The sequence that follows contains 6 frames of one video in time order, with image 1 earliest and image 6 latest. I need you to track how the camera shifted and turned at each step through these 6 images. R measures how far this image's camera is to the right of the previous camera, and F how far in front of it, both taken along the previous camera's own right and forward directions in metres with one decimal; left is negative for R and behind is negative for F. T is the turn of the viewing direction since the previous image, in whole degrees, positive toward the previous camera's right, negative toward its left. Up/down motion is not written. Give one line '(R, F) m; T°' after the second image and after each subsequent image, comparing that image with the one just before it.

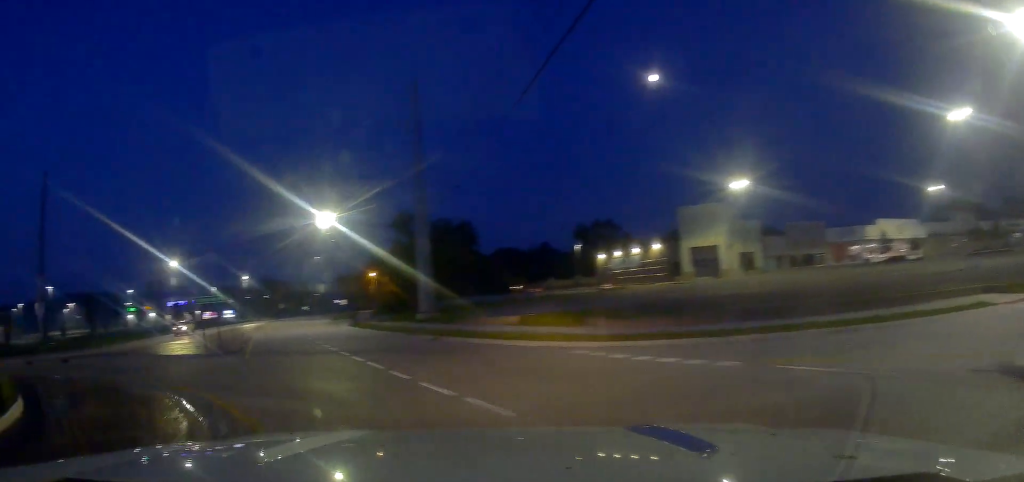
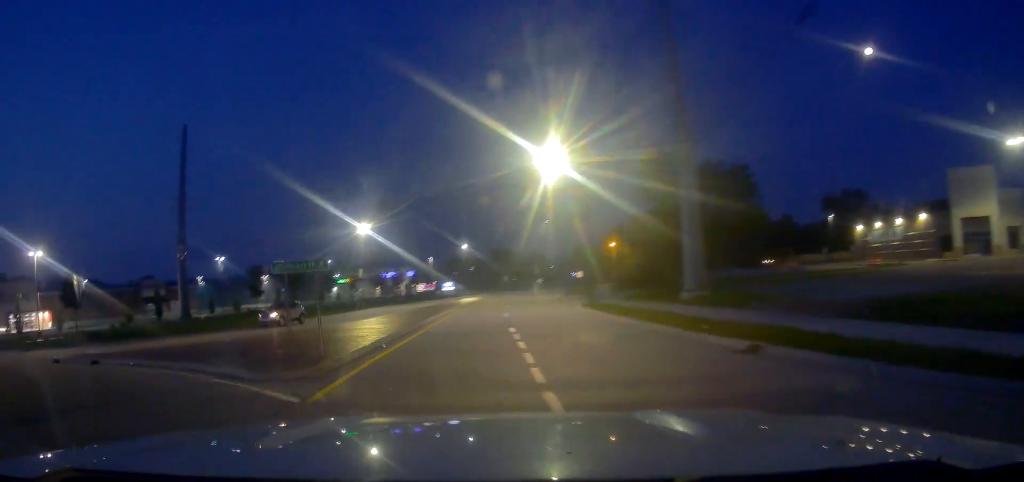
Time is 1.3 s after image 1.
(-3.2, +13.2) m; -20°
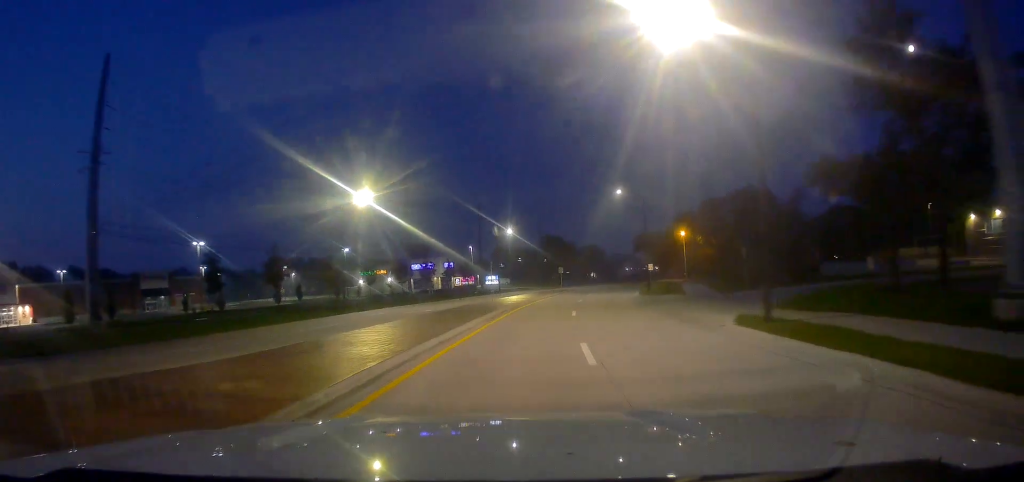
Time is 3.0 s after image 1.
(-2.4, +19.6) m; -9°
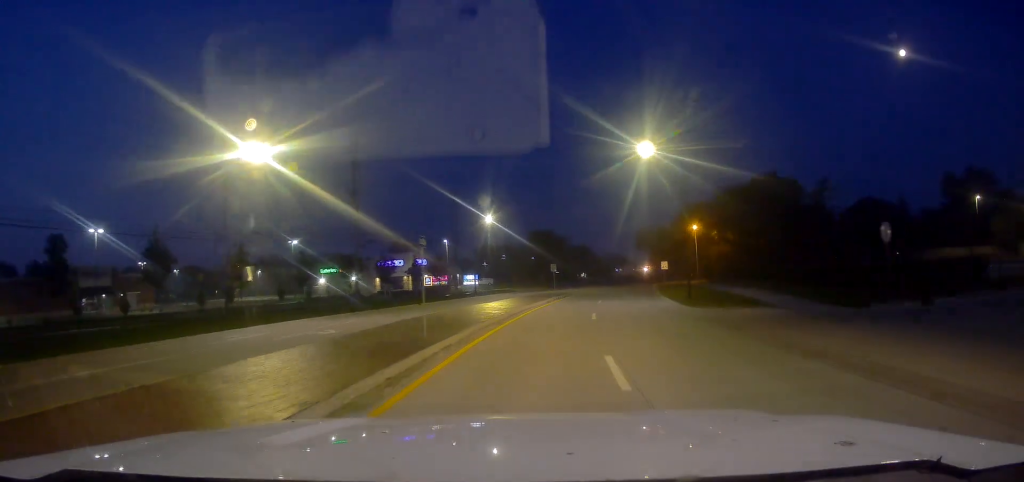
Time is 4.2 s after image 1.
(+0.3, +17.6) m; +3°
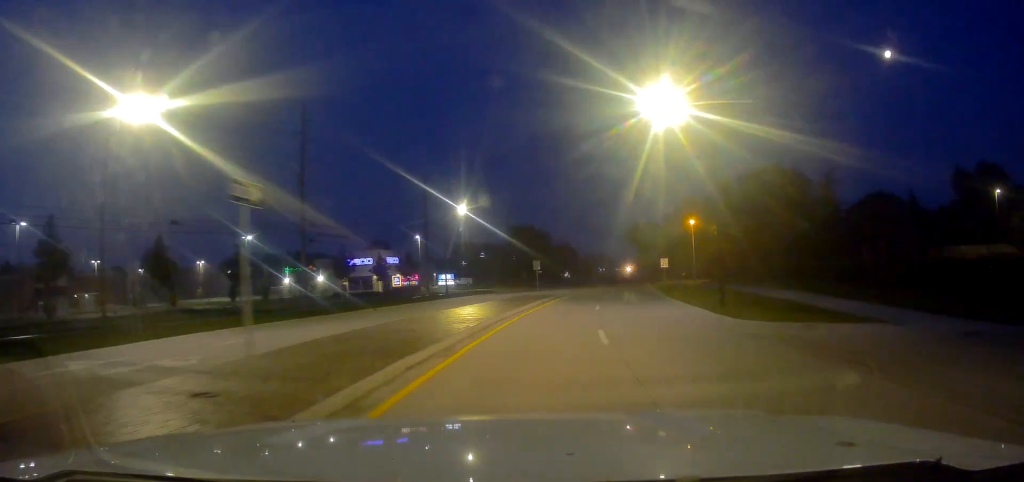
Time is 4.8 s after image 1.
(+0.2, +9.2) m; +2°
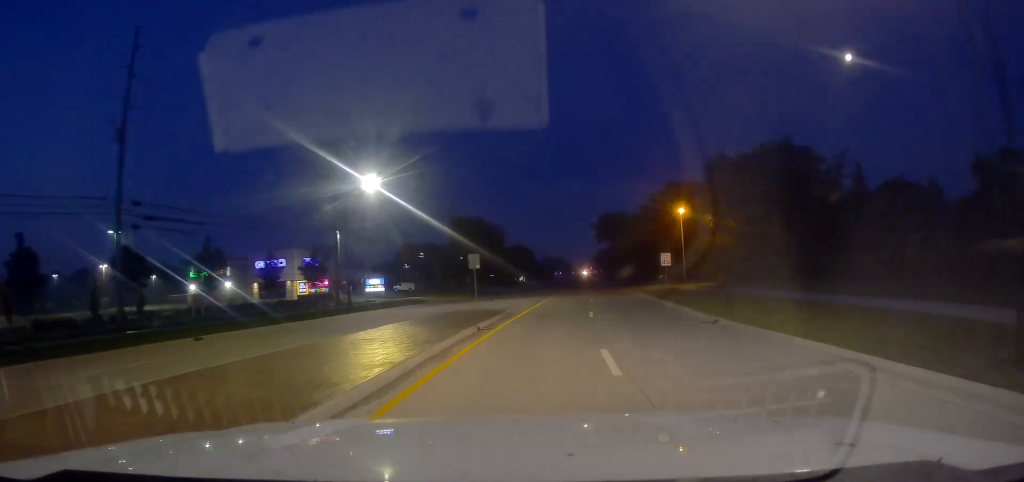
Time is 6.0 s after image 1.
(+0.3, +19.5) m; +3°
